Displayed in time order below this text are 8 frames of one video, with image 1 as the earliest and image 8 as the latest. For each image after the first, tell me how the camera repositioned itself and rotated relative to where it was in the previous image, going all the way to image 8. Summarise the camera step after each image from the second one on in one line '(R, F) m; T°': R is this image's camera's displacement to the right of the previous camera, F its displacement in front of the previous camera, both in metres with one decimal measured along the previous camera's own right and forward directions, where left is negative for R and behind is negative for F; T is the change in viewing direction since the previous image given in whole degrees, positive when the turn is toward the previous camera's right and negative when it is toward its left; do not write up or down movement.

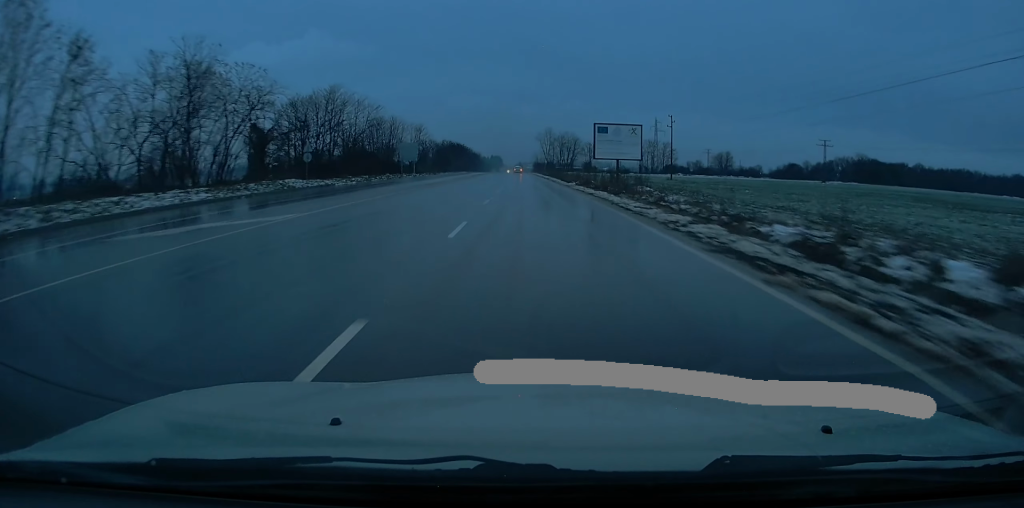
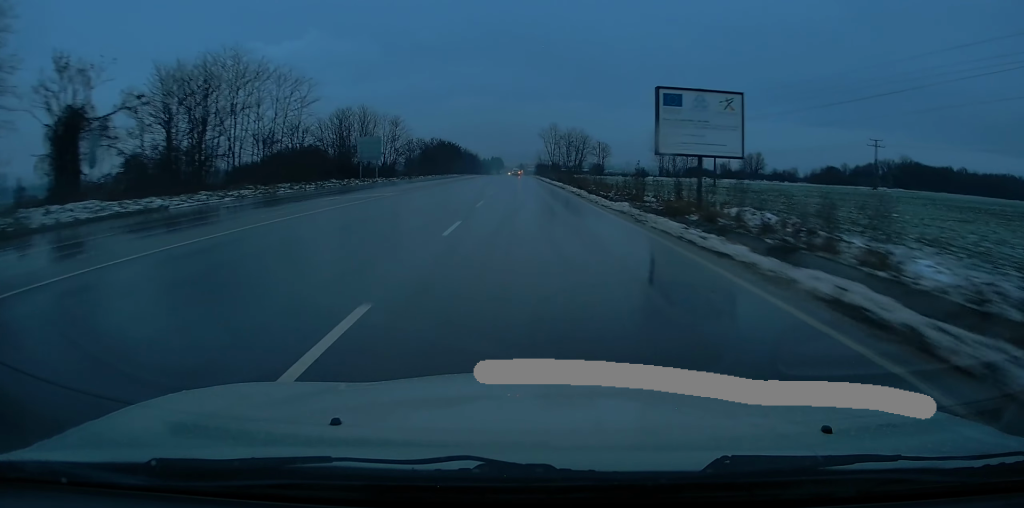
(0.0, +25.7) m; 0°
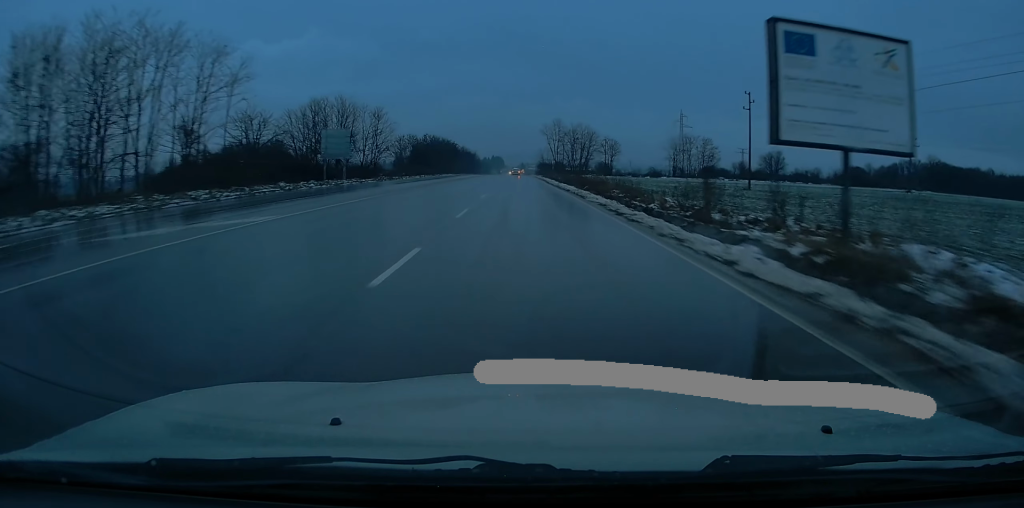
(0.0, +13.8) m; -1°
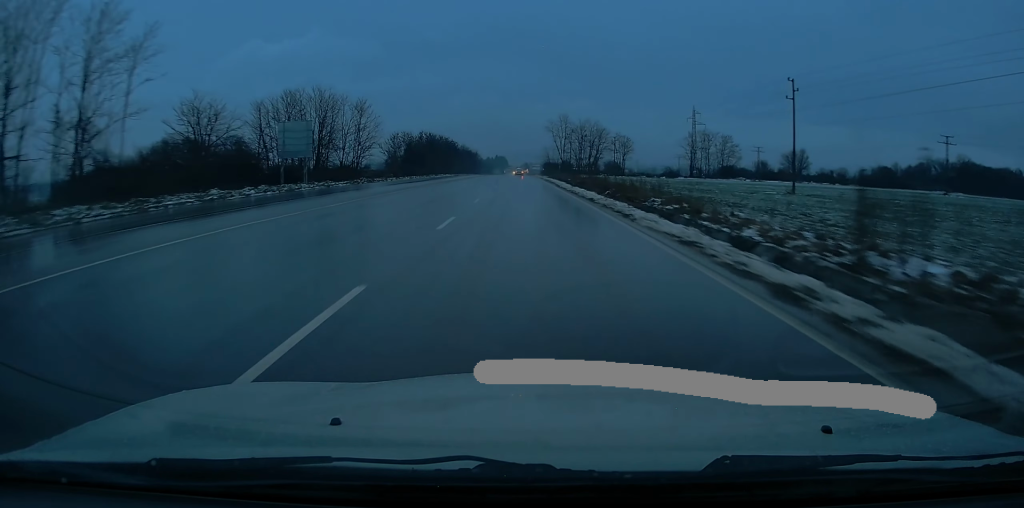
(0.0, +12.0) m; -1°
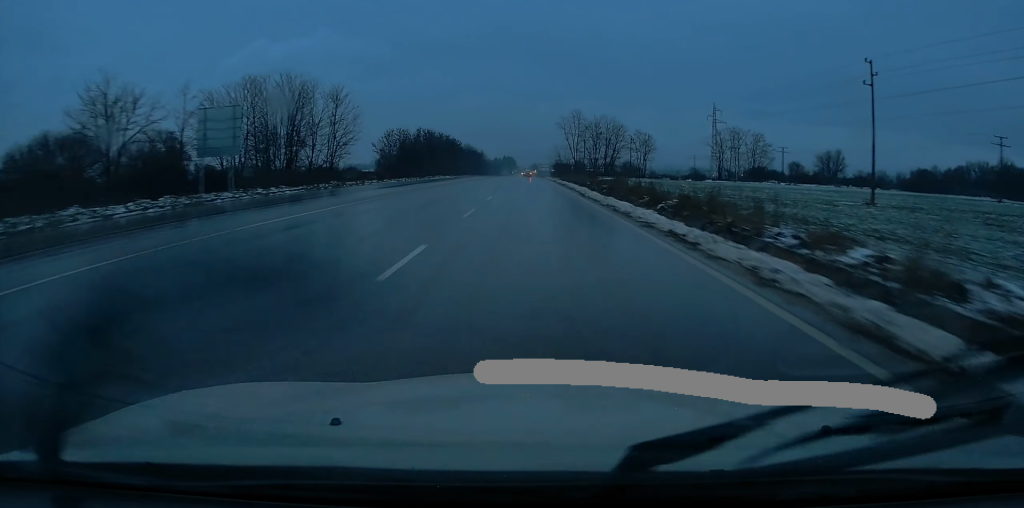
(-0.3, +14.5) m; 0°
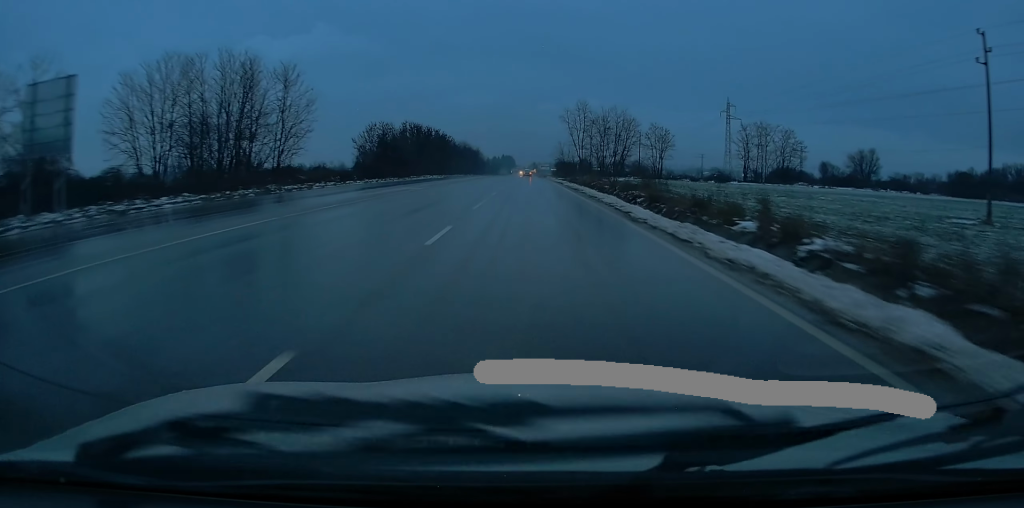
(+0.3, +14.8) m; 0°
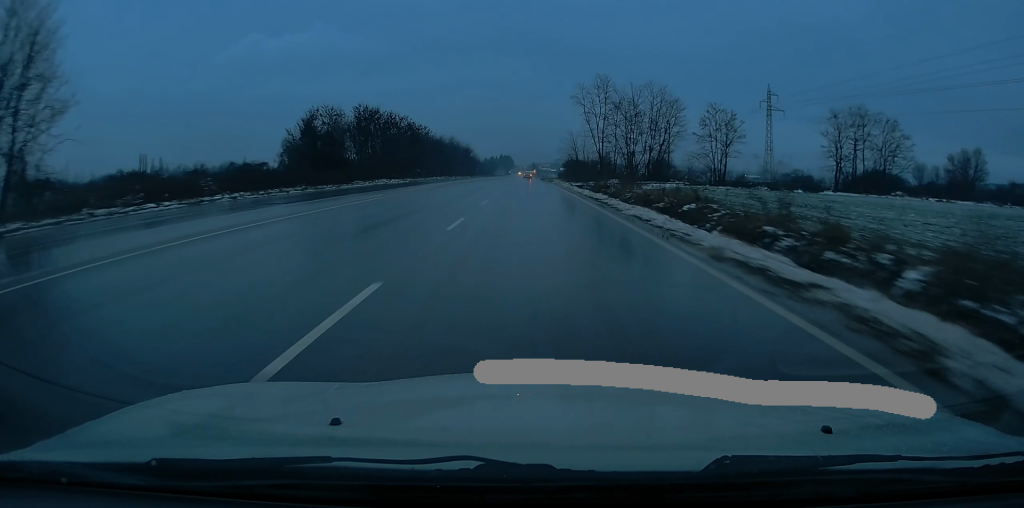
(+0.1, +32.4) m; 0°
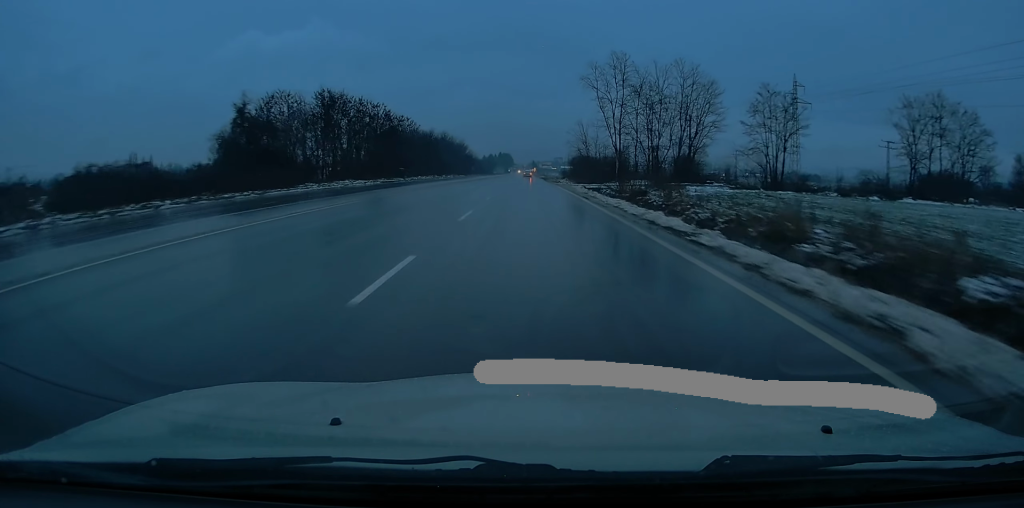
(-0.1, +15.5) m; -1°
